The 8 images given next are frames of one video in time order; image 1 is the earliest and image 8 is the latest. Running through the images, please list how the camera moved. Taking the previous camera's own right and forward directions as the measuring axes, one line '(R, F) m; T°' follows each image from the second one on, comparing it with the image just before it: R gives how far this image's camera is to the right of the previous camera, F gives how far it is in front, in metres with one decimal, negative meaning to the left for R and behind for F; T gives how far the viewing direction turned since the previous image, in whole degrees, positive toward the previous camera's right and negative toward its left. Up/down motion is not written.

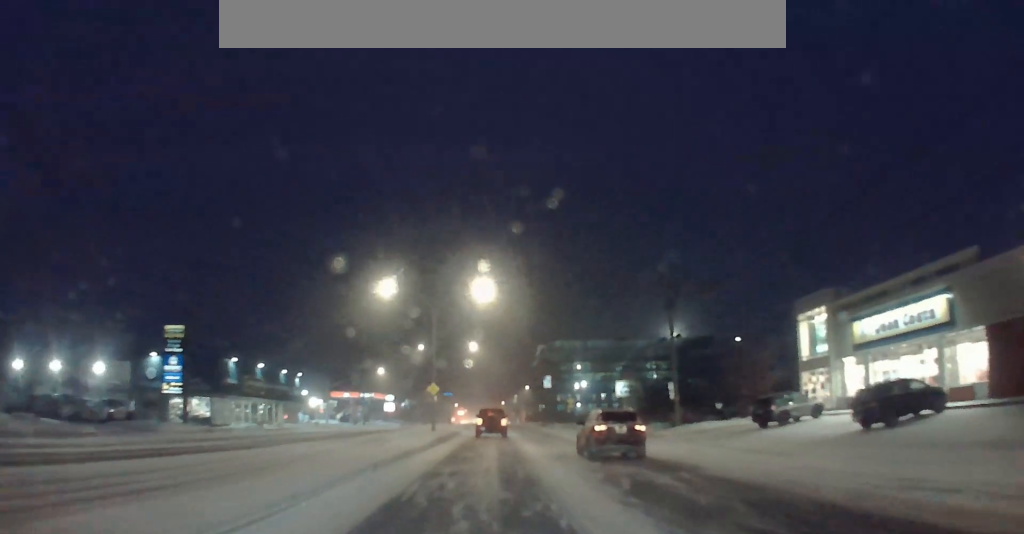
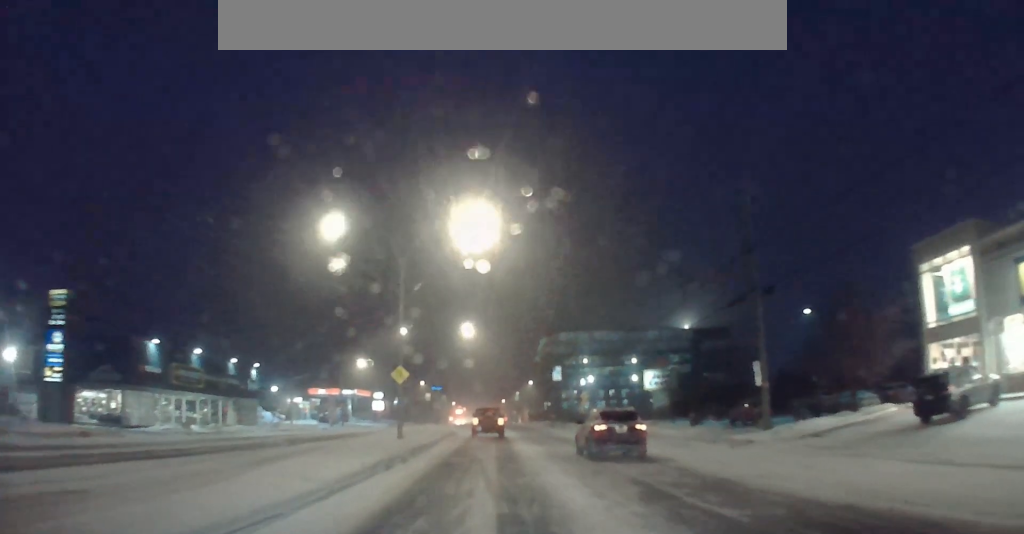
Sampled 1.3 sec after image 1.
(0.0, +15.4) m; 0°
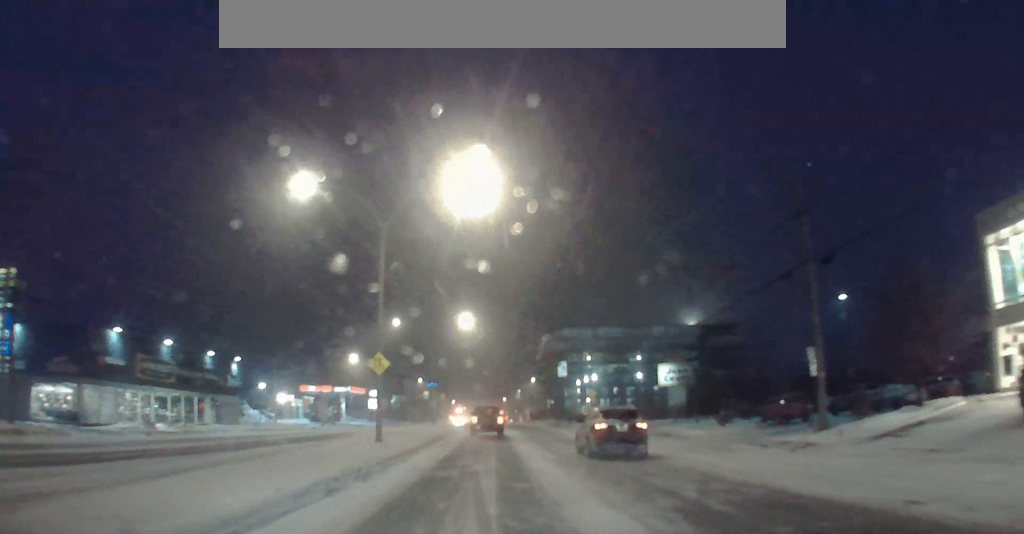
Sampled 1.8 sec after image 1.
(0.0, +5.4) m; 0°
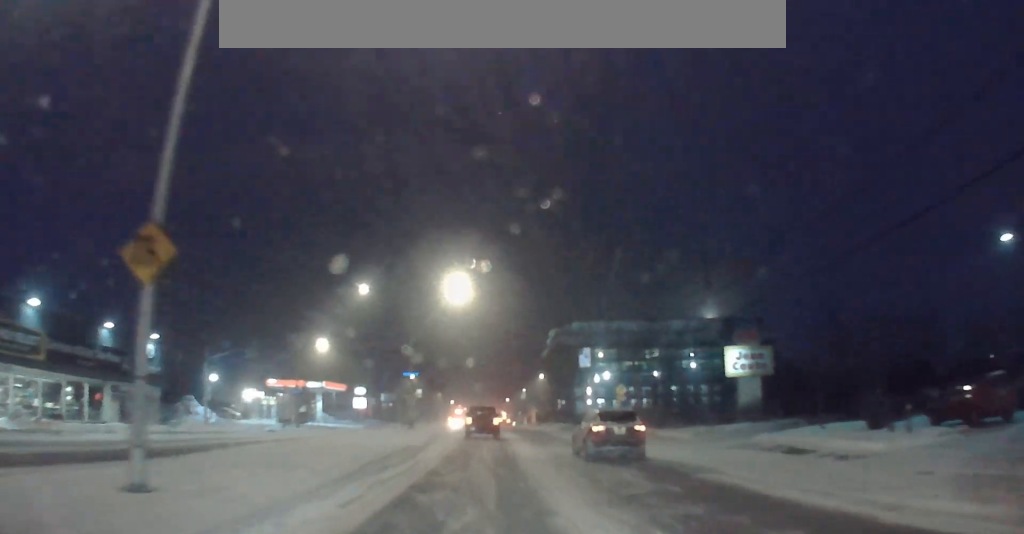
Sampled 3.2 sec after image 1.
(0.0, +17.1) m; 0°
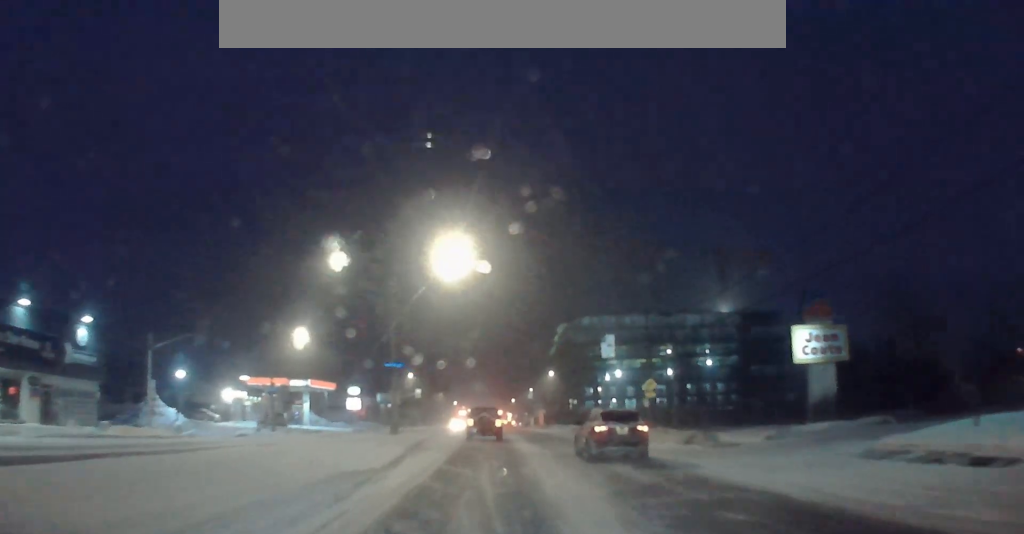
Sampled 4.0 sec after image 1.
(0.0, +9.7) m; -1°
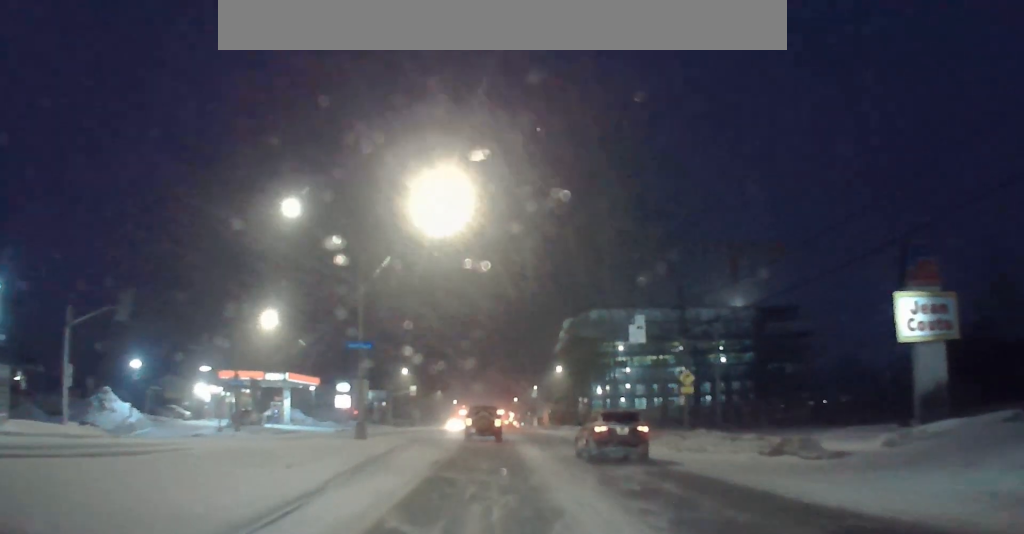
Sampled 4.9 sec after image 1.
(0.0, +9.6) m; -6°
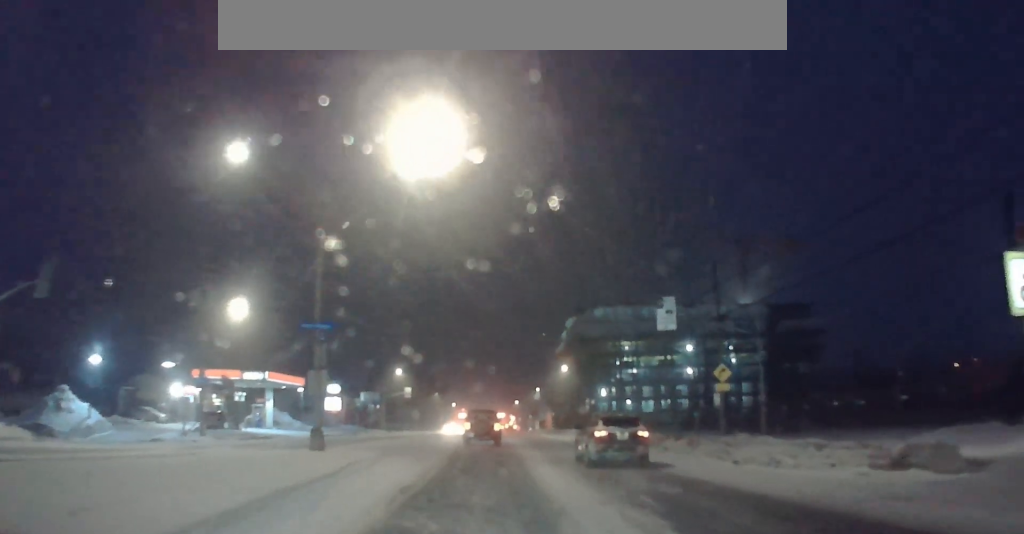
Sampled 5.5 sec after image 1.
(-0.6, +7.1) m; -4°
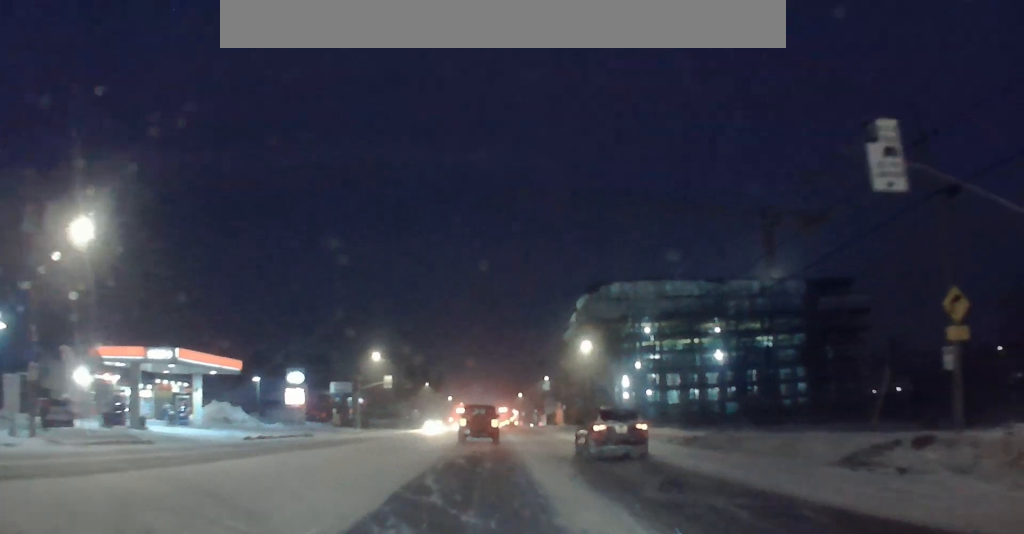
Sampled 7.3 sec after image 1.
(-1.1, +20.2) m; -1°
